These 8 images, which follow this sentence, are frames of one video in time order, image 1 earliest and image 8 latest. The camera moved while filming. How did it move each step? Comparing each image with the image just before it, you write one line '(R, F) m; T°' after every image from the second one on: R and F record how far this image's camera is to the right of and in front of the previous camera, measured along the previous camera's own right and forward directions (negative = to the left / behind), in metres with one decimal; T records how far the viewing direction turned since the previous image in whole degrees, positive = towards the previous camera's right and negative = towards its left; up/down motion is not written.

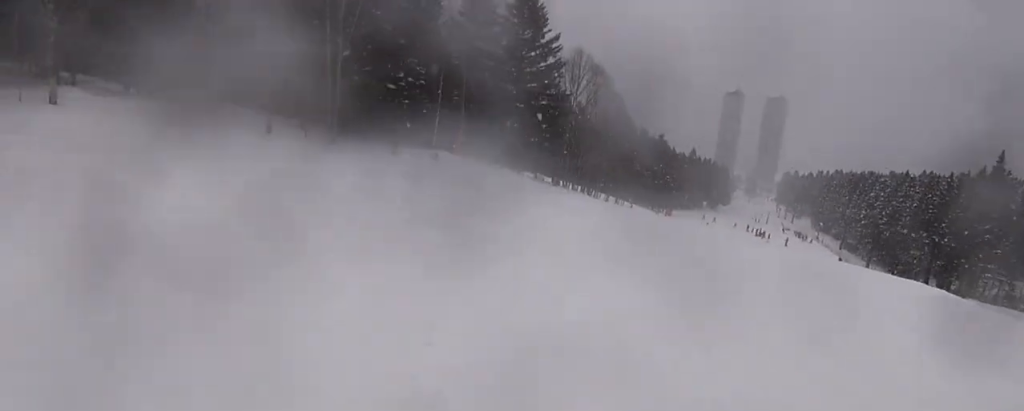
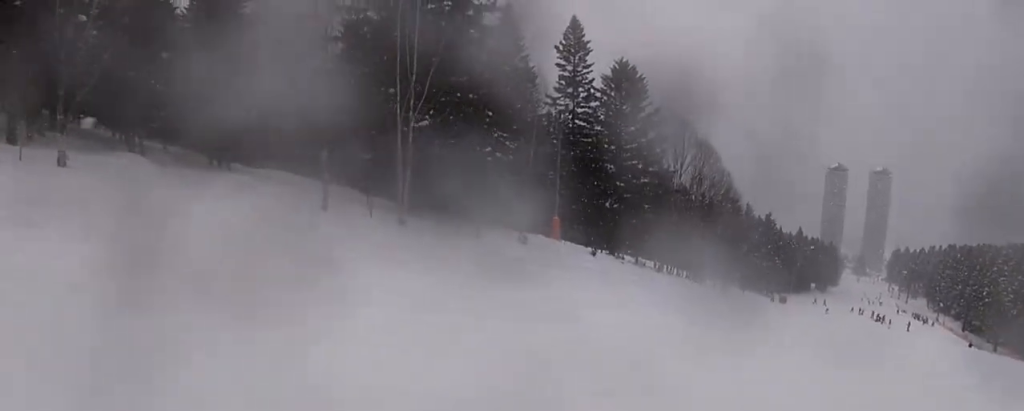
(-0.1, +4.6) m; -3°
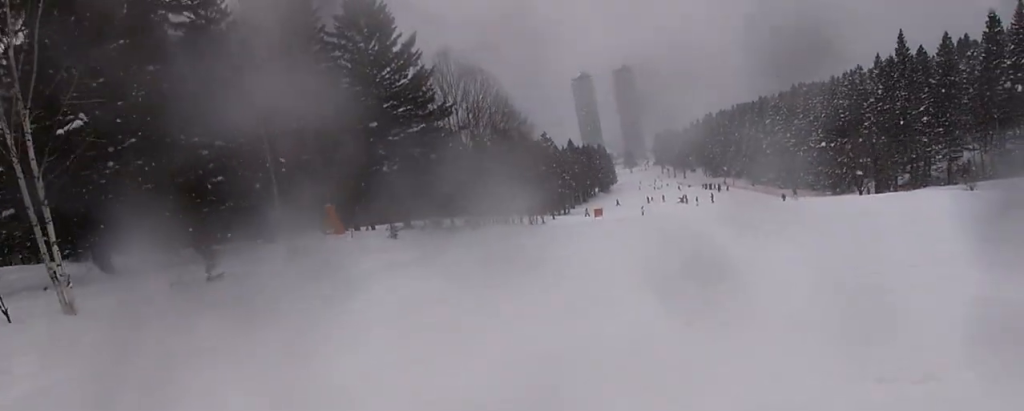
(-0.2, +9.4) m; +10°
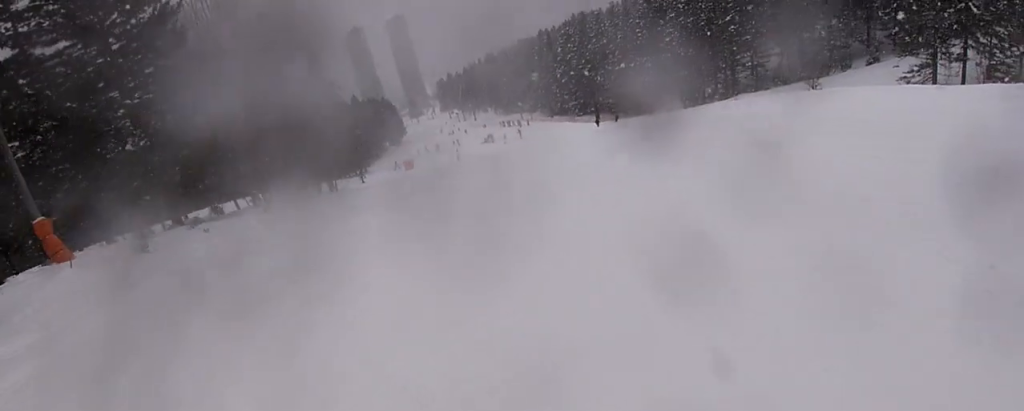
(+1.7, +8.2) m; +21°
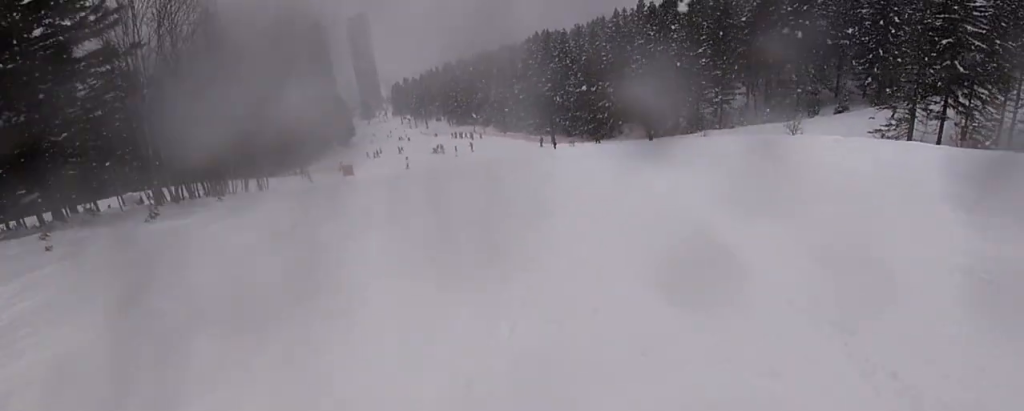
(+1.1, +4.8) m; +5°
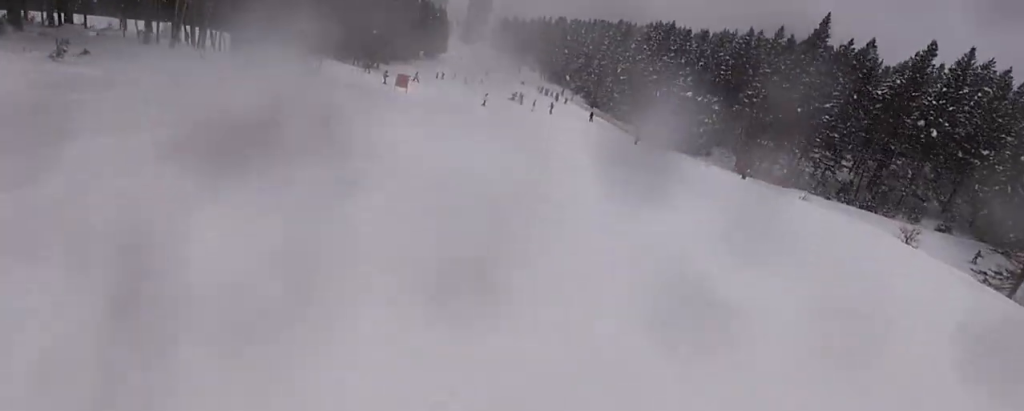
(-0.5, +6.6) m; -11°
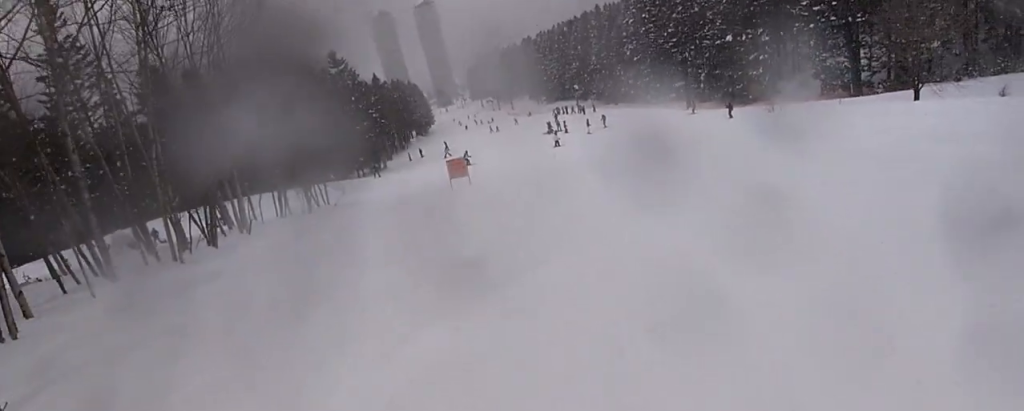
(-3.0, +16.0) m; +5°
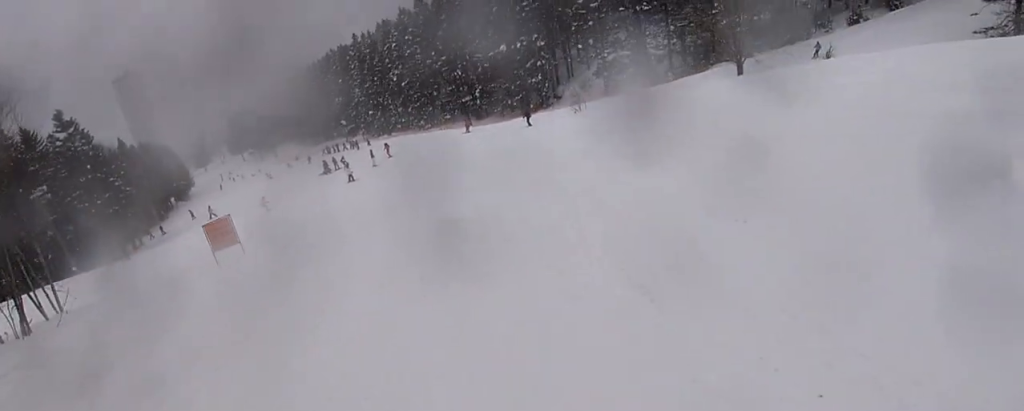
(+2.2, +7.2) m; +21°
